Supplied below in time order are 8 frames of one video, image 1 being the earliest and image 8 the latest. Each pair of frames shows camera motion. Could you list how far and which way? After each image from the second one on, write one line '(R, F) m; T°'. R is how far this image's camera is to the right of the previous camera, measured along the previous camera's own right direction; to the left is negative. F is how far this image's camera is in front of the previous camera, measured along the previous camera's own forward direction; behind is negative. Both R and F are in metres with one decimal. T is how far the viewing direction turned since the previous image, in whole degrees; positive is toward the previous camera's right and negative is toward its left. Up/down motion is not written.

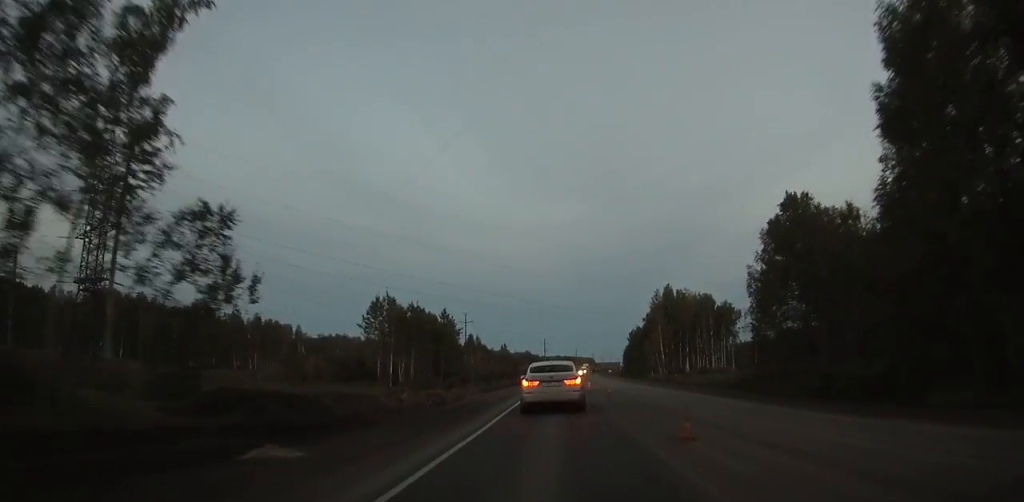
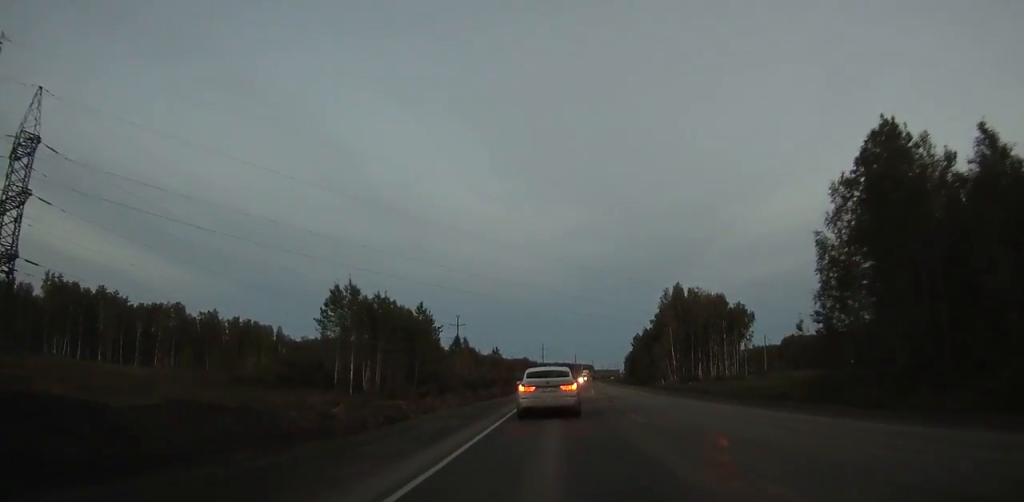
(+0.1, +14.9) m; 0°
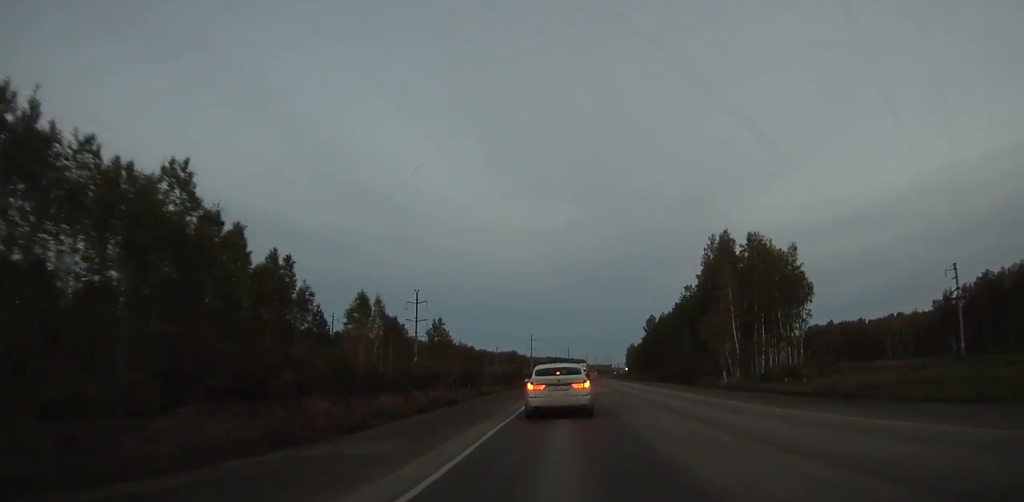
(-0.9, +49.7) m; 0°
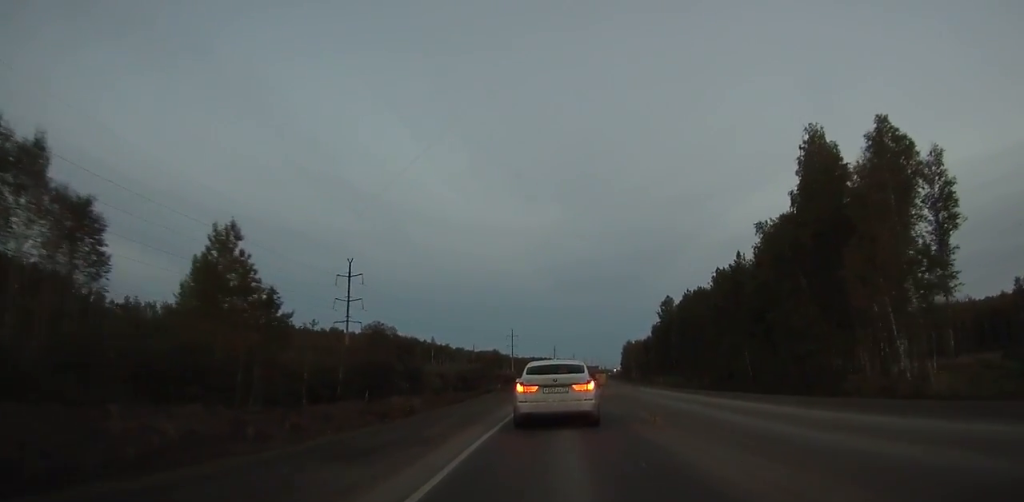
(+0.7, +44.4) m; +1°
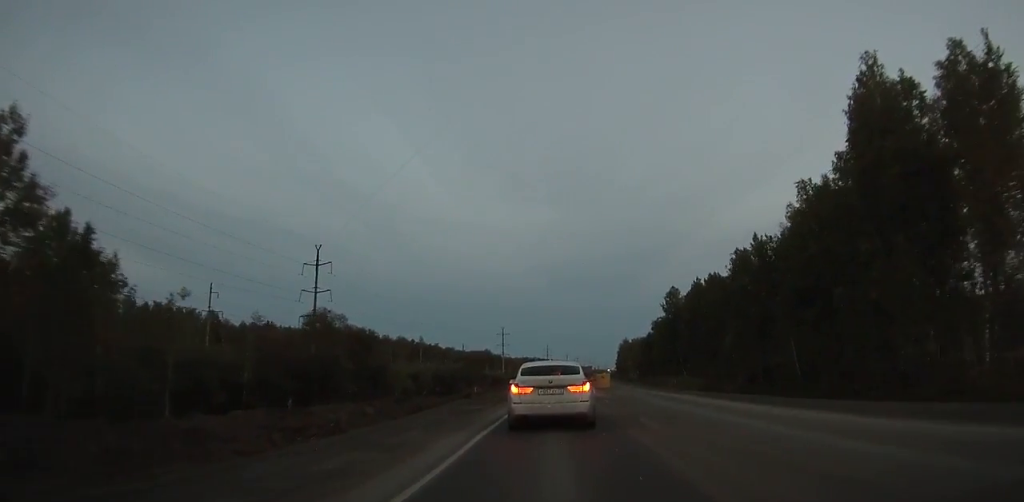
(0.0, +14.1) m; 0°
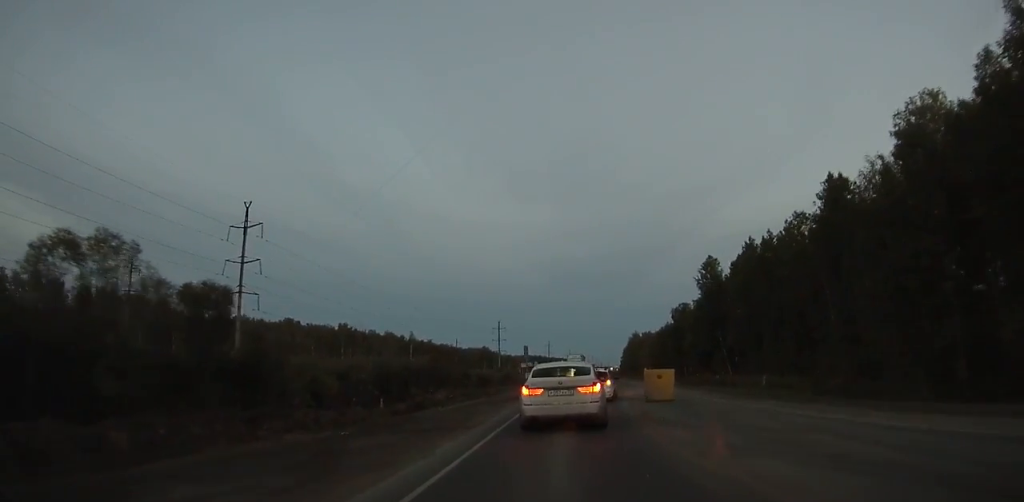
(+0.1, +28.7) m; +2°
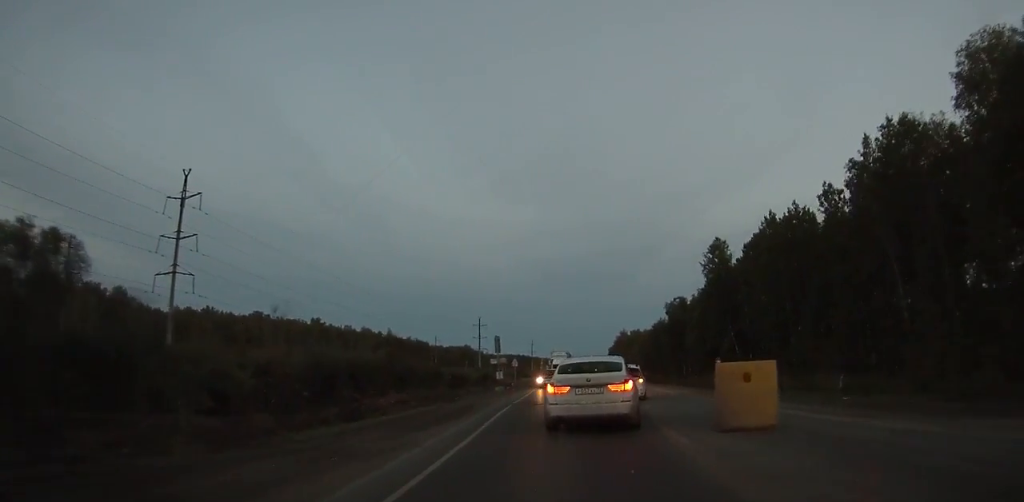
(-0.1, +11.5) m; +2°
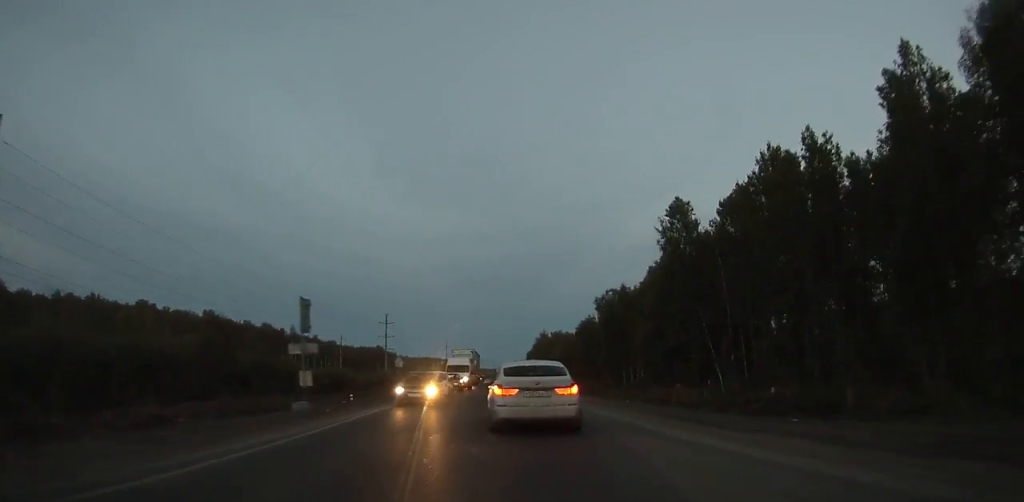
(+0.7, +20.3) m; +3°
